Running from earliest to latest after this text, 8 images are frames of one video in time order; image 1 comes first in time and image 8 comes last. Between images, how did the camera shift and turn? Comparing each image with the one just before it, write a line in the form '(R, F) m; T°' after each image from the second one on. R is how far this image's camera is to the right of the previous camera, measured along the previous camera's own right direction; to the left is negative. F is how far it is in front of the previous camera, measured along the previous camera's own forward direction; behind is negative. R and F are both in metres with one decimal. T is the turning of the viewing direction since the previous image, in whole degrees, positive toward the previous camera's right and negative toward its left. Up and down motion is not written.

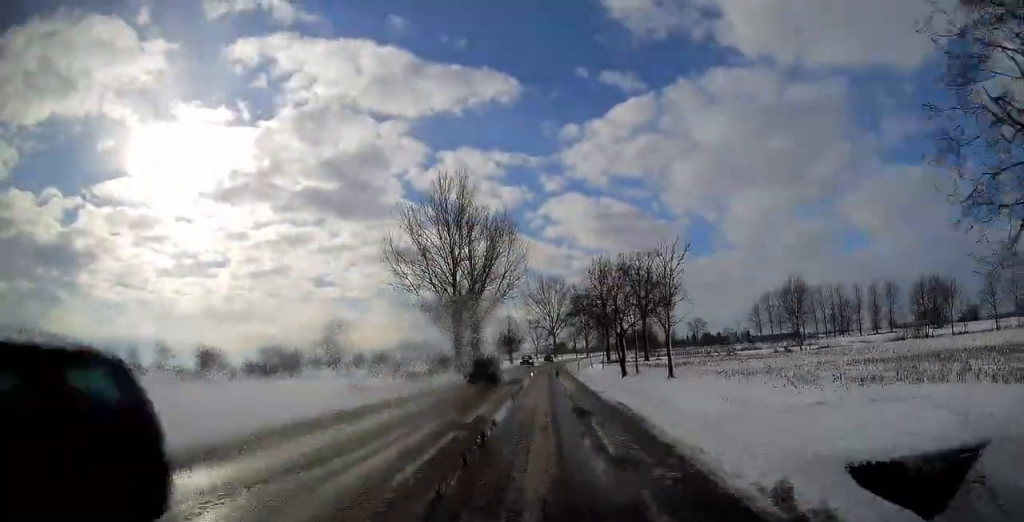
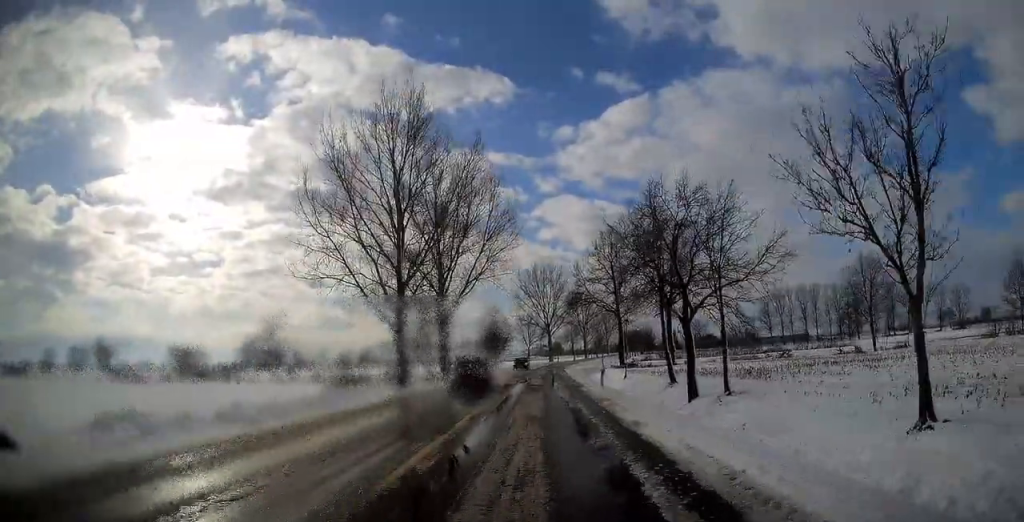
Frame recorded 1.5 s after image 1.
(+0.2, +24.8) m; 0°
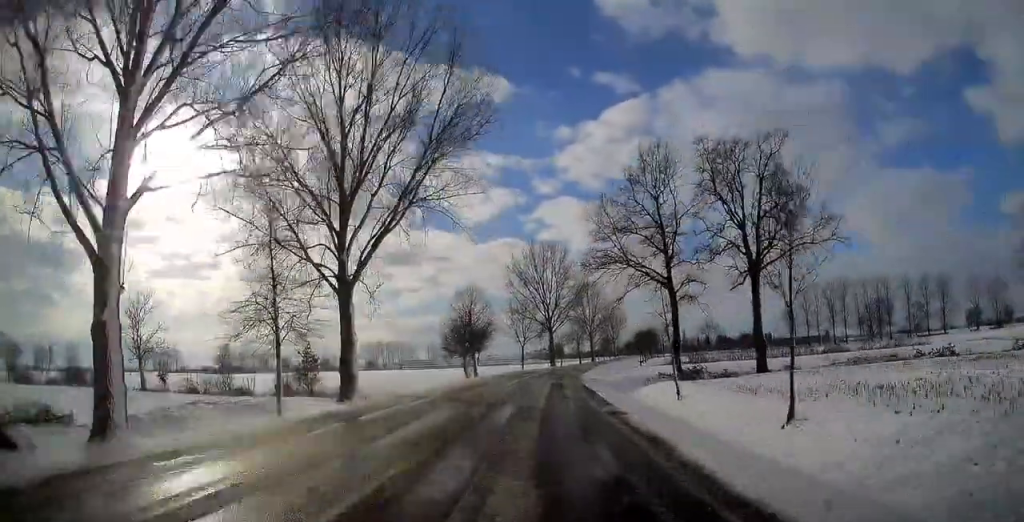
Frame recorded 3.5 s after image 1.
(+0.1, +32.2) m; +2°
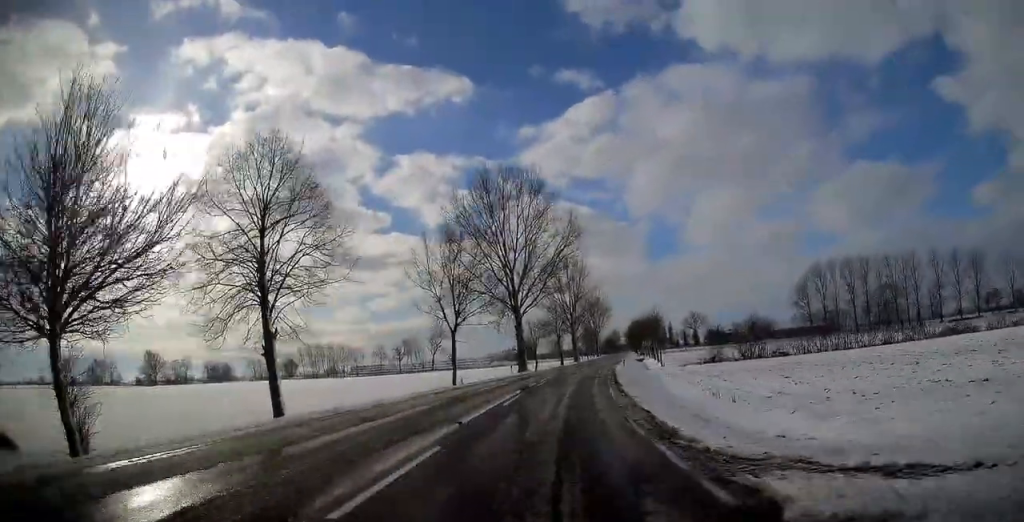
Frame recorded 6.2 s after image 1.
(+2.5, +46.7) m; +5°
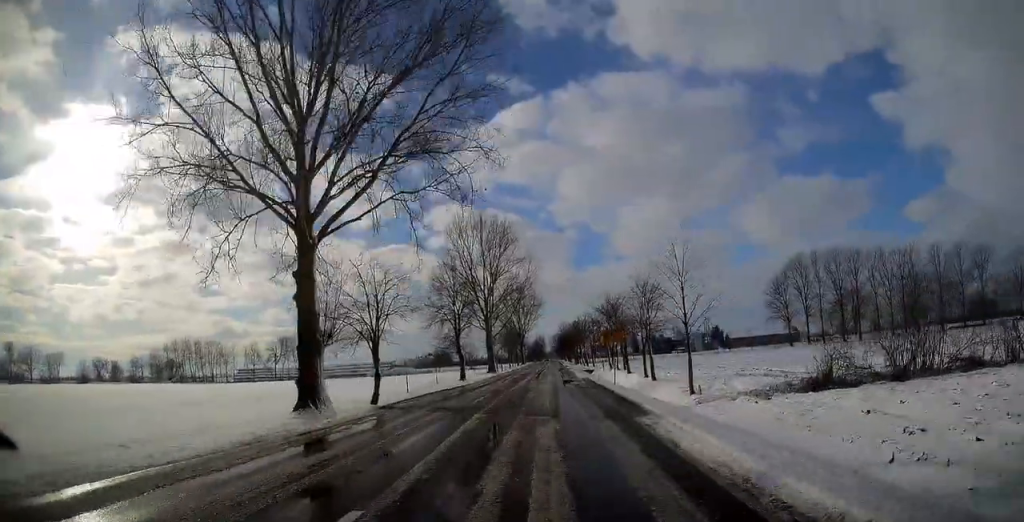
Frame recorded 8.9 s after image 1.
(+0.3, +49.0) m; 0°
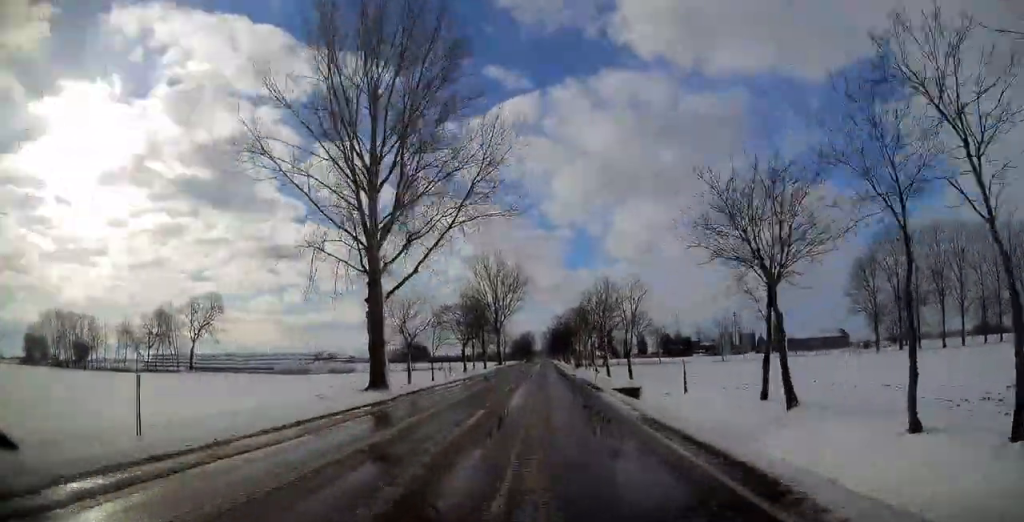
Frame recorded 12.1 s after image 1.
(0.0, +60.5) m; +1°
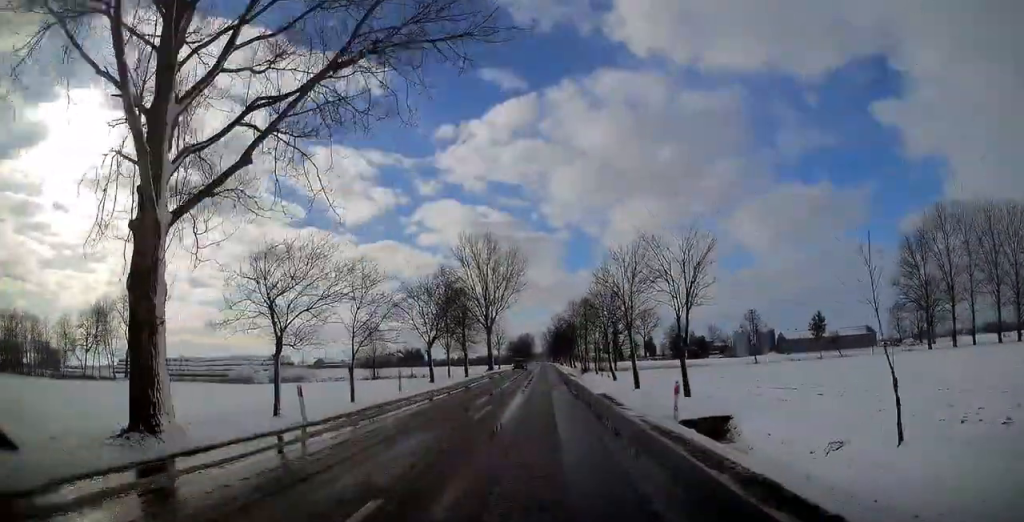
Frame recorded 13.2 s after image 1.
(+0.4, +21.5) m; +1°
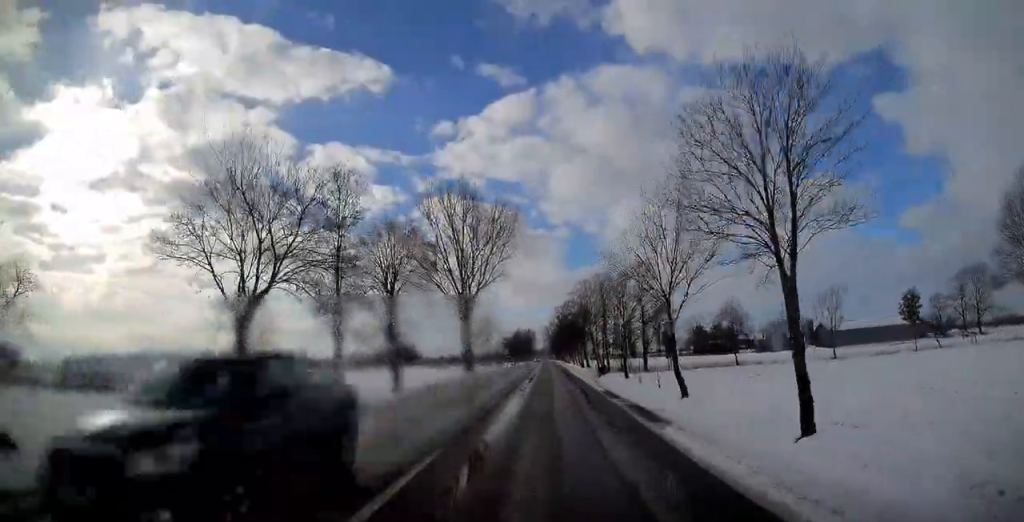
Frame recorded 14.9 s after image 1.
(+0.5, +32.6) m; +1°
